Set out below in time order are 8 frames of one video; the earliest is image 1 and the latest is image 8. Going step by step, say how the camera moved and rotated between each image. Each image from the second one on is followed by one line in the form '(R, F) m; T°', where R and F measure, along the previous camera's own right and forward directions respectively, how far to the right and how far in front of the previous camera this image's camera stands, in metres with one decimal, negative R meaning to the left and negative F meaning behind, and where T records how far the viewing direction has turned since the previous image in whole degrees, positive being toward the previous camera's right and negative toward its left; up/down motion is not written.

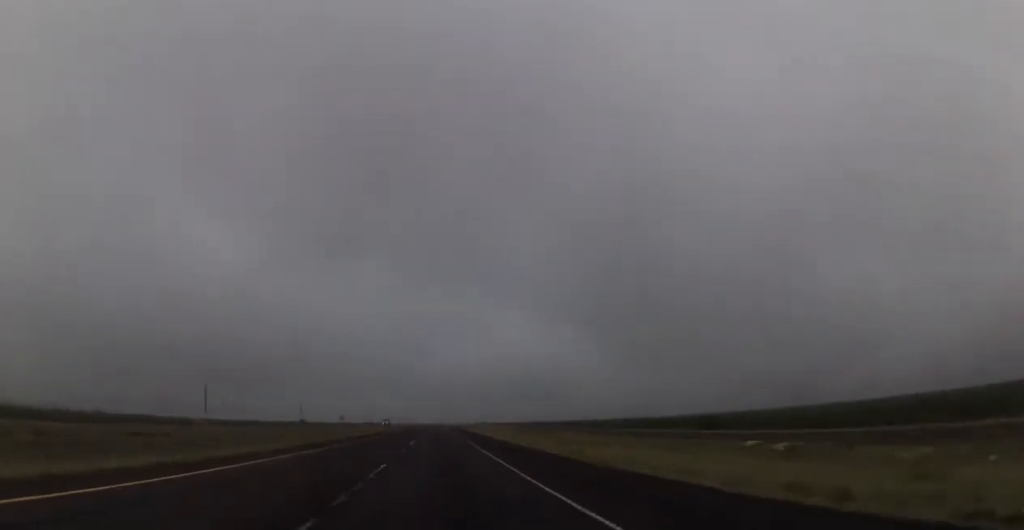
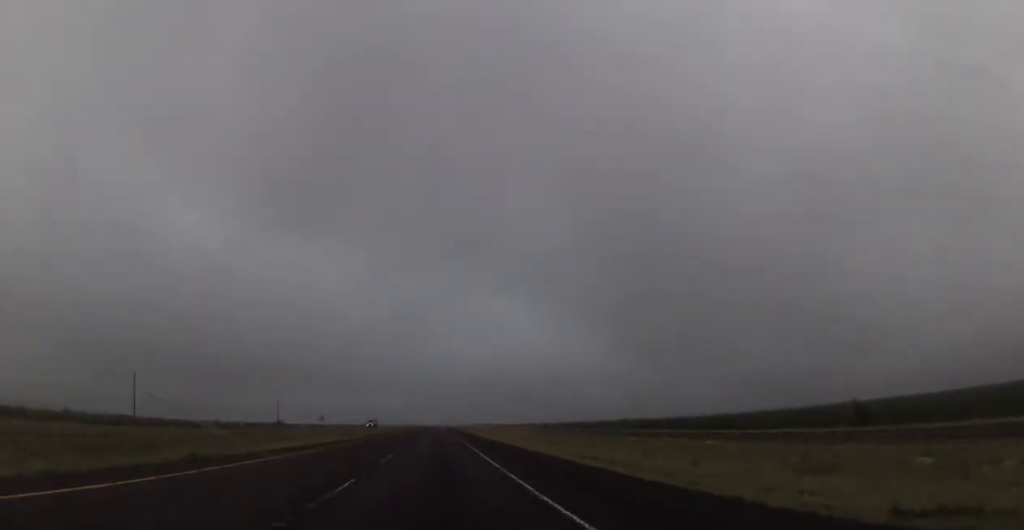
(+0.2, +42.4) m; 0°
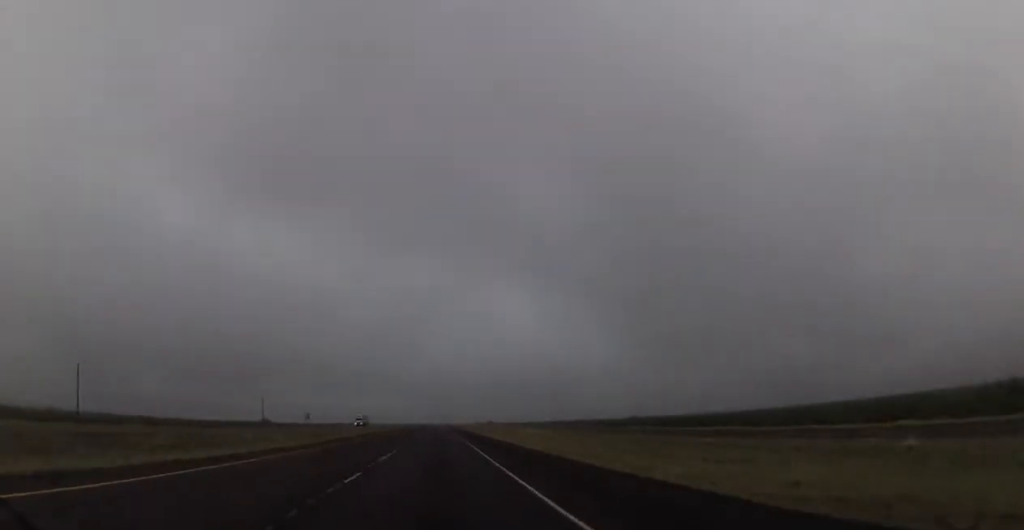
(0.0, +23.0) m; 0°
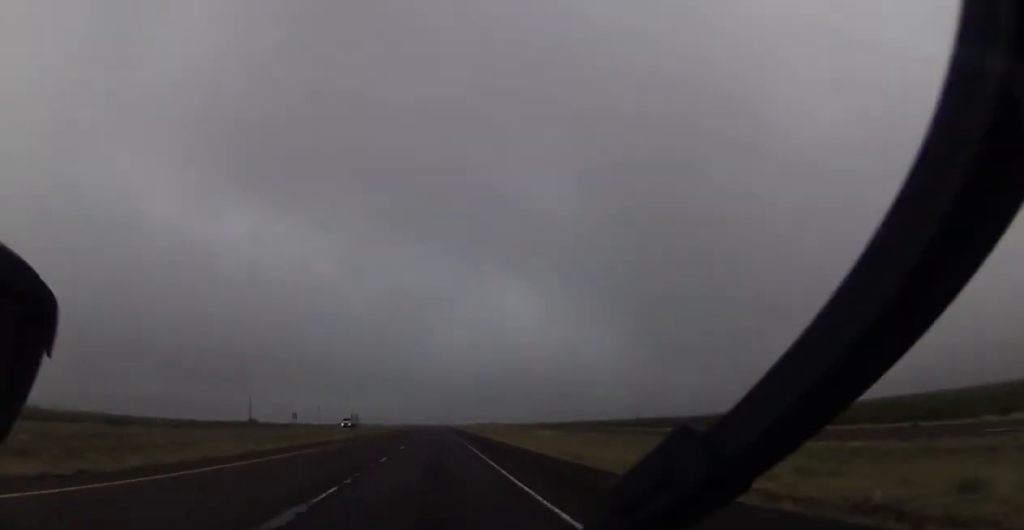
(-0.1, +15.7) m; 0°
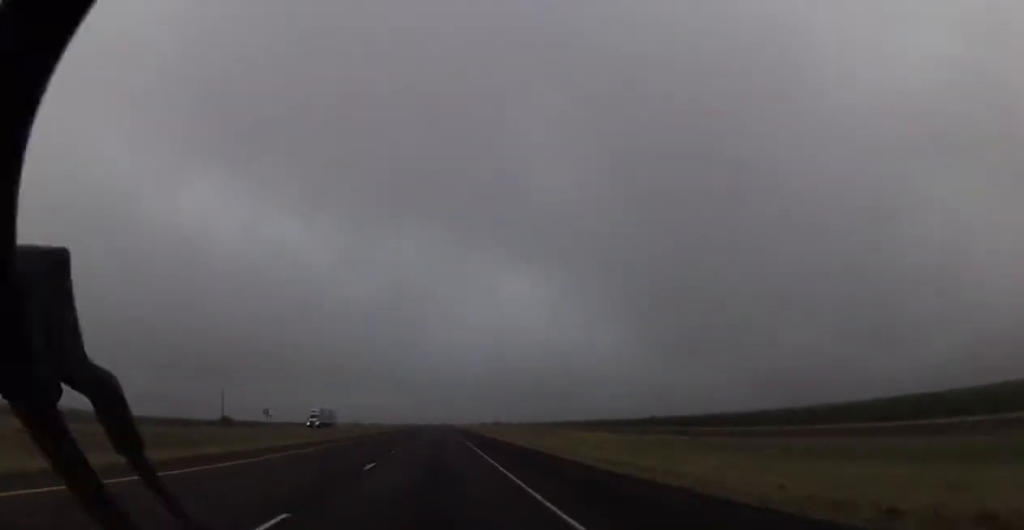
(-0.1, +29.0) m; 0°
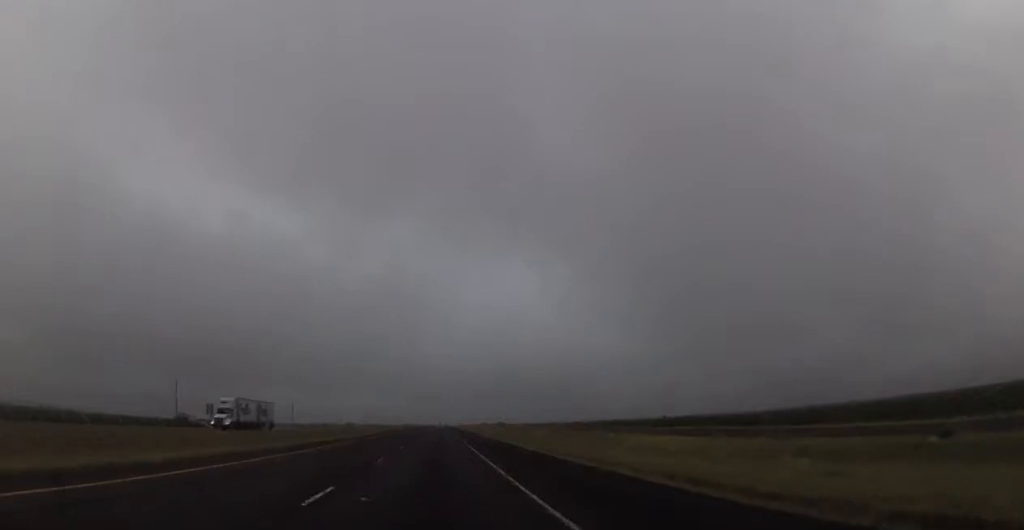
(0.0, +32.7) m; 0°
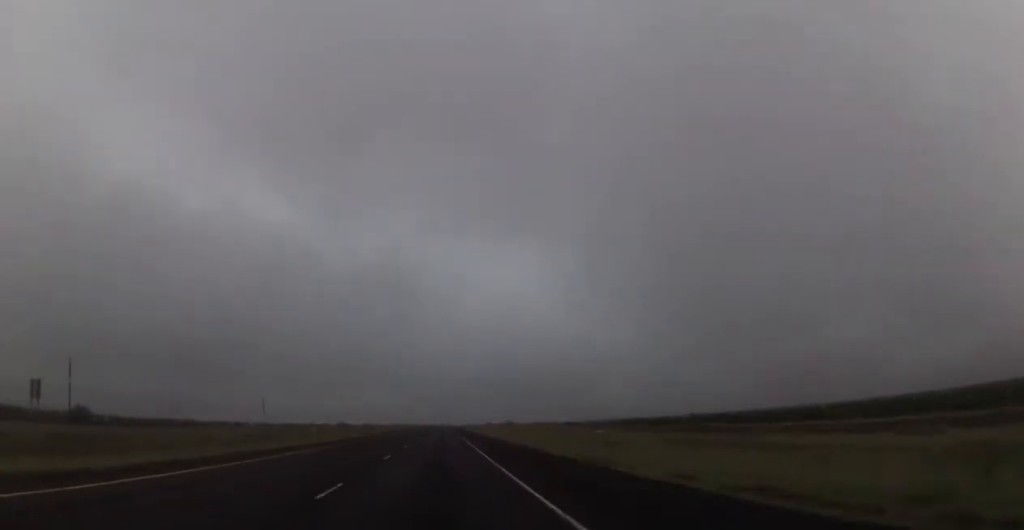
(-0.3, +48.3) m; 0°
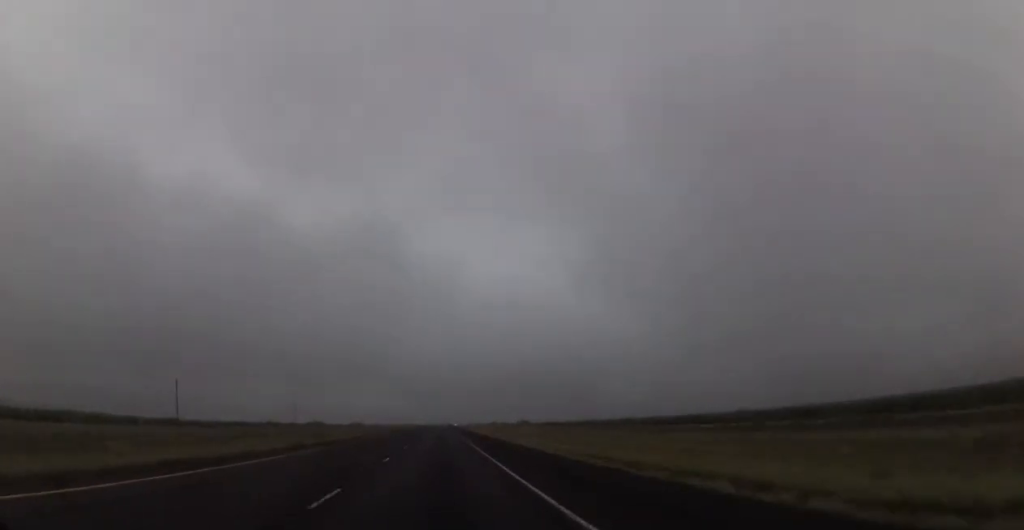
(-0.1, +75.2) m; -1°
